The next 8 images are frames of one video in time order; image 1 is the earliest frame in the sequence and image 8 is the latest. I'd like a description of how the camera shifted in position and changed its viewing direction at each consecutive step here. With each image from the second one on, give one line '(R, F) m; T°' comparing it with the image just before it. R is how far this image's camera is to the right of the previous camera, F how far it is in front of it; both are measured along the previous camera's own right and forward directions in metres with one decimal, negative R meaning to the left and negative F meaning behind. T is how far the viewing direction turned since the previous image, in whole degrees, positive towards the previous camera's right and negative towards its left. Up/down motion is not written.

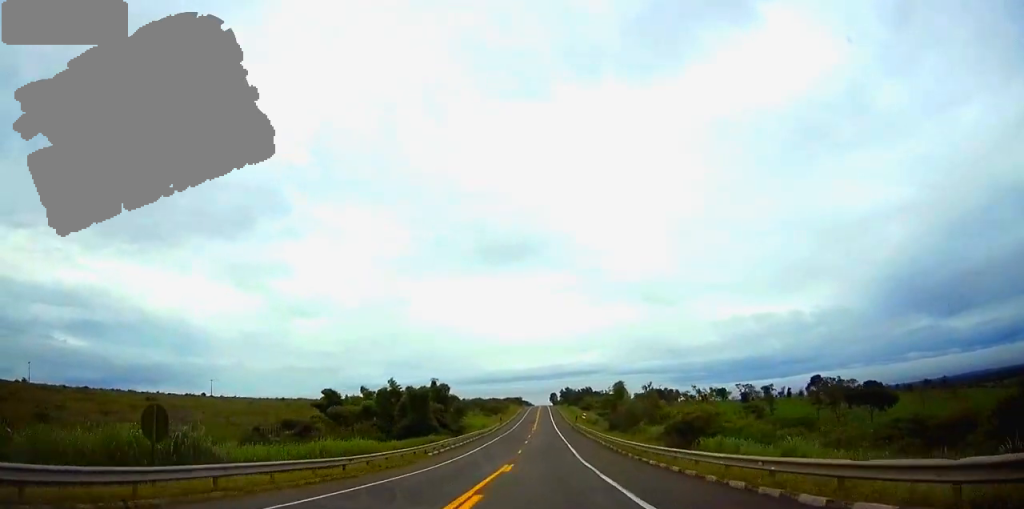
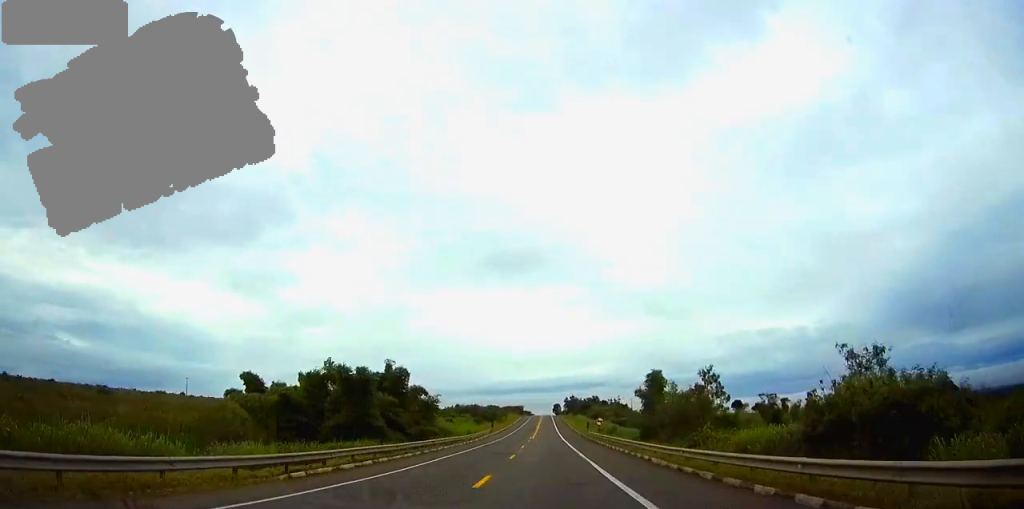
(-0.2, +26.9) m; 0°
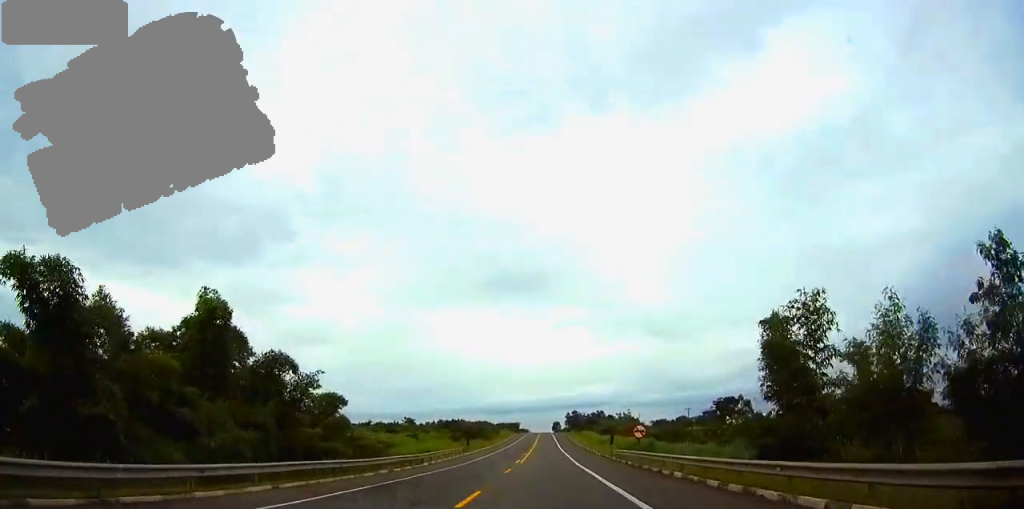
(+0.1, +34.7) m; 0°
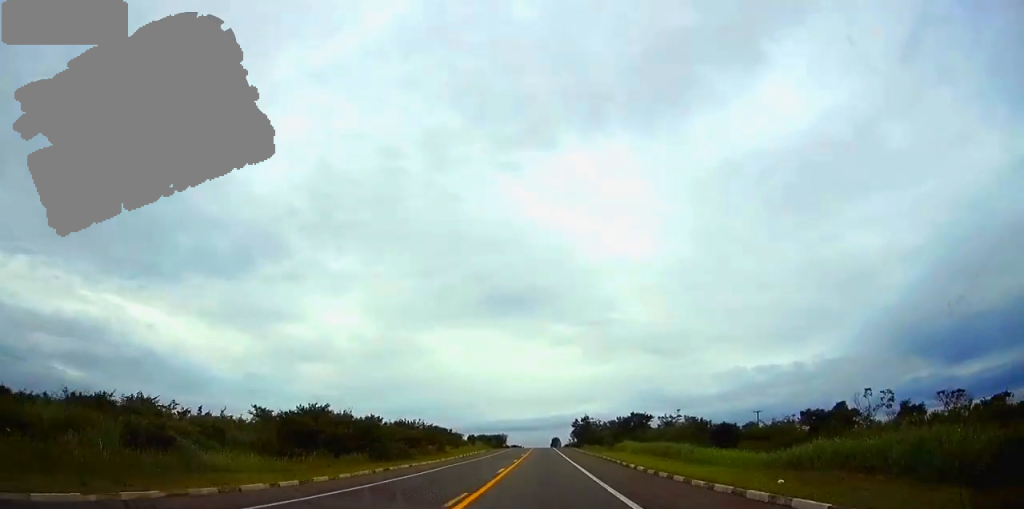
(+0.1, +88.7) m; 0°
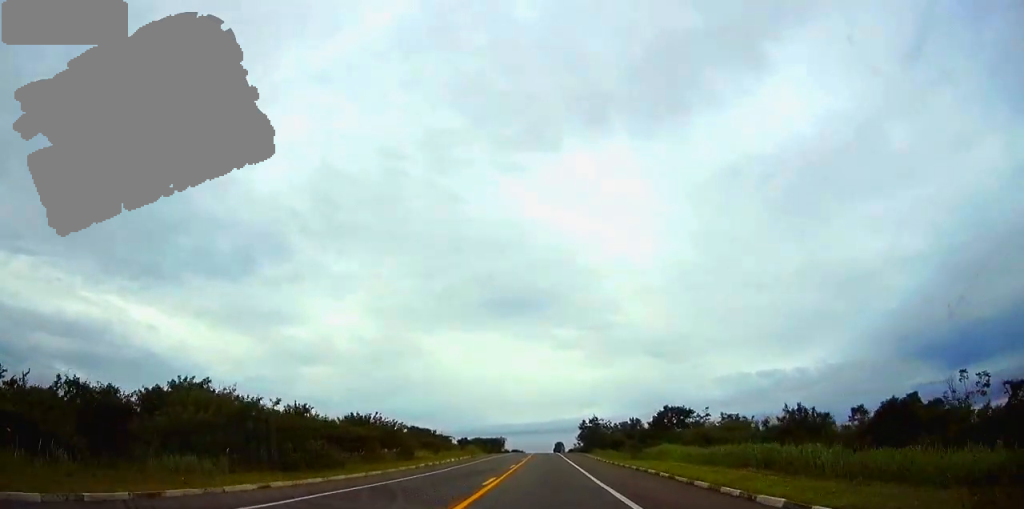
(+0.1, +23.0) m; 0°
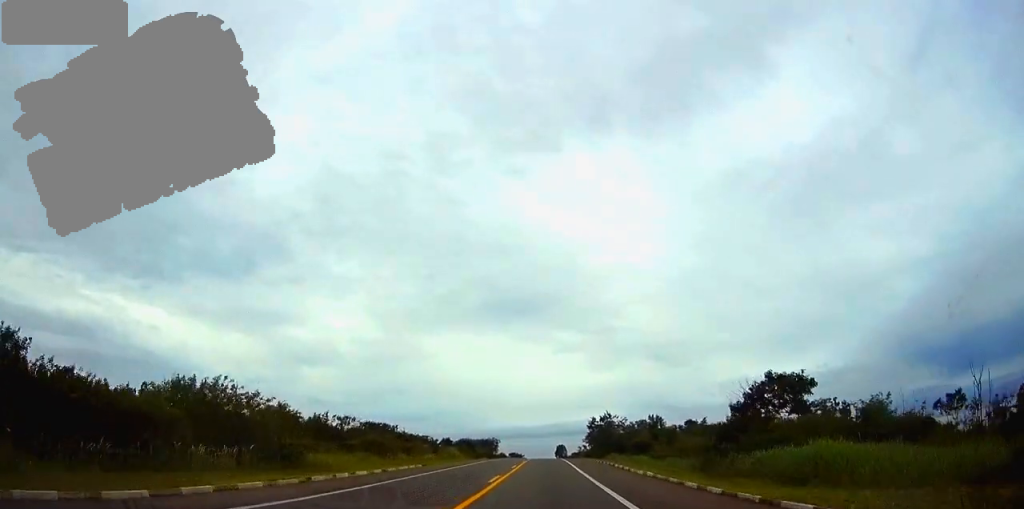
(-0.2, +30.6) m; 0°
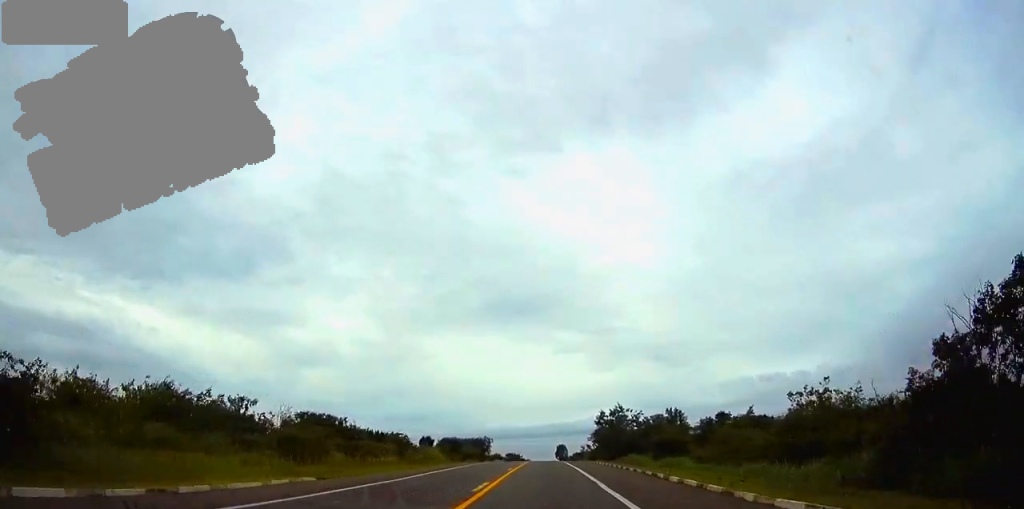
(0.0, +21.7) m; 0°
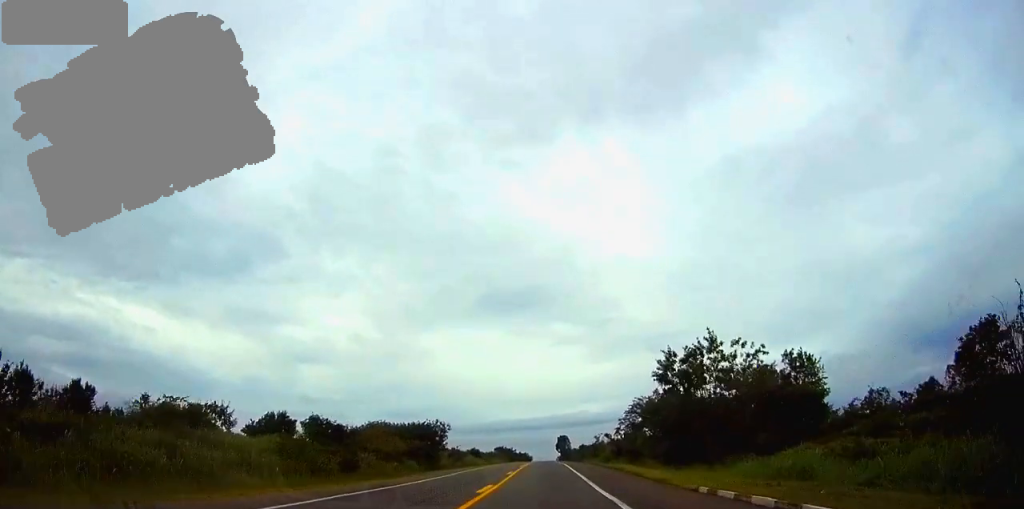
(0.0, +62.3) m; 0°
